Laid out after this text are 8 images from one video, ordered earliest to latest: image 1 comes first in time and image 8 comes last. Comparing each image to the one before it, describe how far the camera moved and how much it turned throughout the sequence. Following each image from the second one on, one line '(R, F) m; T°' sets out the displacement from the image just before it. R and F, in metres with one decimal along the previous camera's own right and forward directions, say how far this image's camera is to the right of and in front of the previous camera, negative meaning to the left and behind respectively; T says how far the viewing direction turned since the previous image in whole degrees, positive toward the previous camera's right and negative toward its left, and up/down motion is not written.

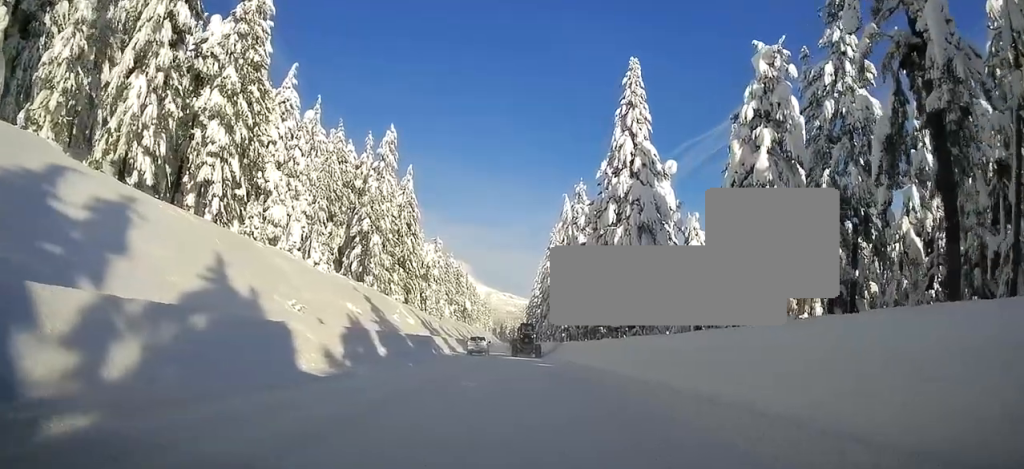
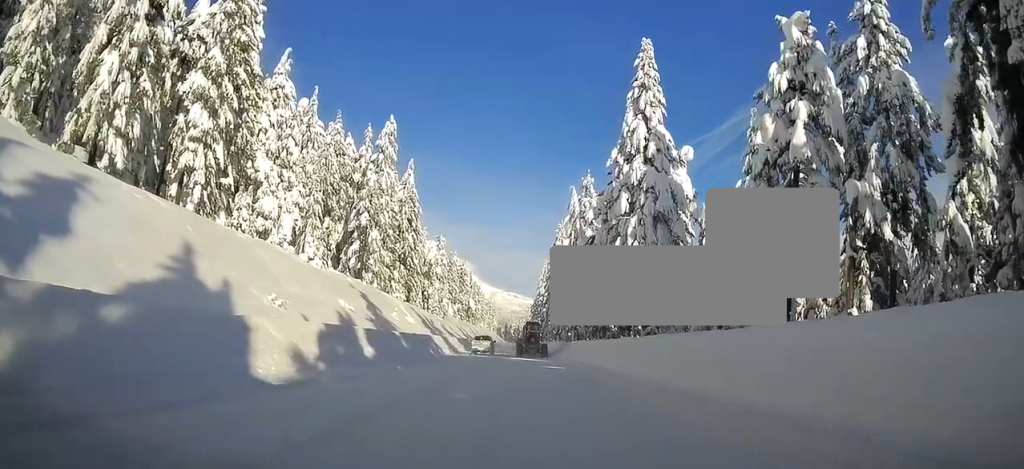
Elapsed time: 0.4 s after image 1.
(-0.2, +4.1) m; 0°
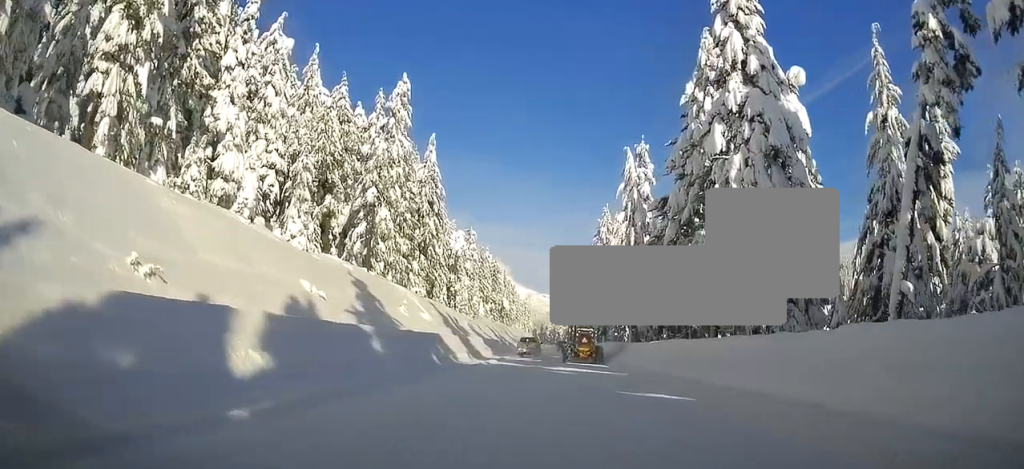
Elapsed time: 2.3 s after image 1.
(+0.7, +17.1) m; 0°
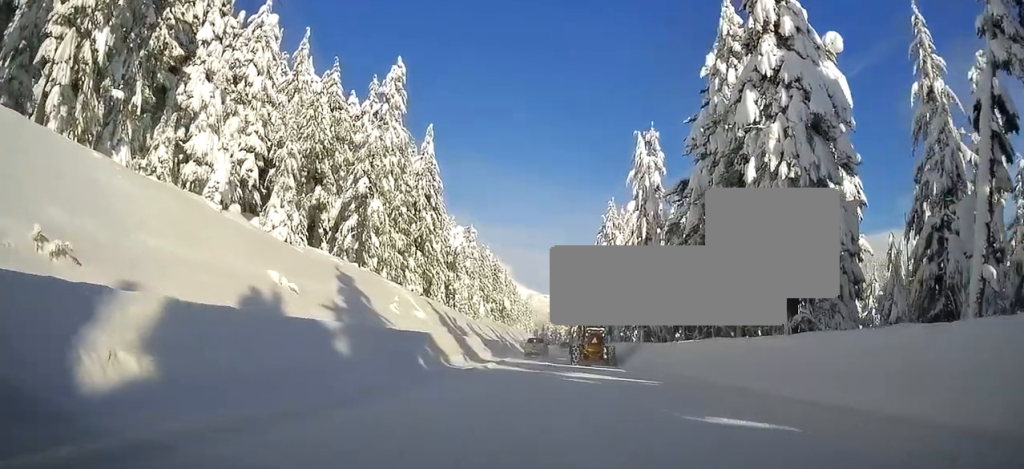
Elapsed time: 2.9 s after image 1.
(-0.1, +5.3) m; -2°
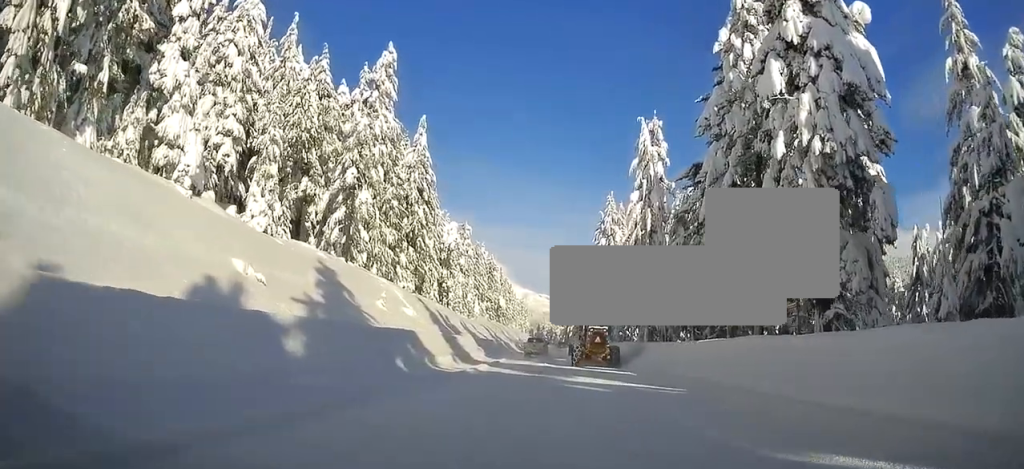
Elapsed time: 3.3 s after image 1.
(0.0, +4.0) m; -2°
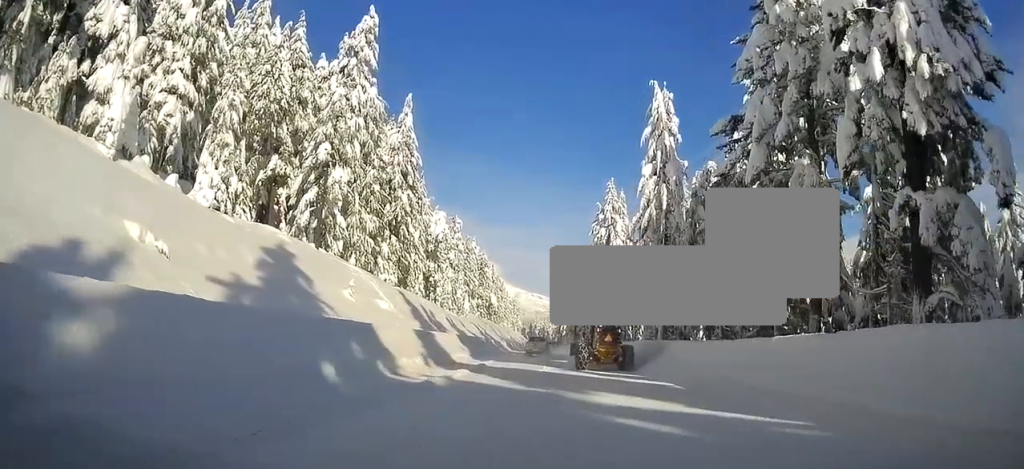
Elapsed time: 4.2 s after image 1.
(-0.3, +8.2) m; +1°
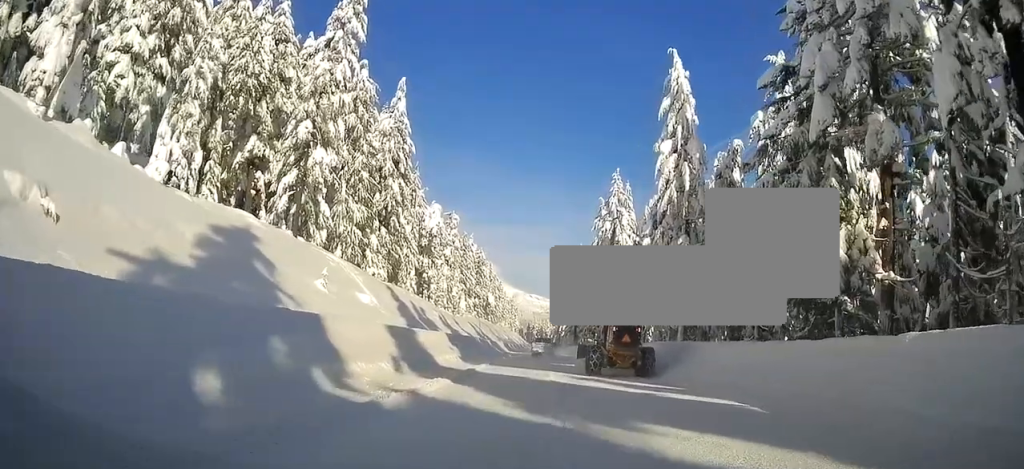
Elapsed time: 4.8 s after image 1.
(+0.1, +6.2) m; +1°
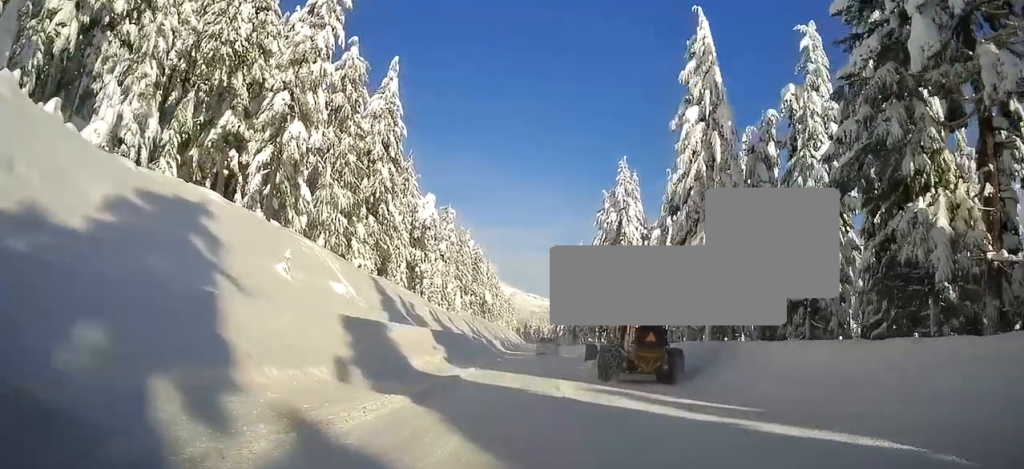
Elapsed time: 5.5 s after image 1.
(+0.5, +6.4) m; 0°
